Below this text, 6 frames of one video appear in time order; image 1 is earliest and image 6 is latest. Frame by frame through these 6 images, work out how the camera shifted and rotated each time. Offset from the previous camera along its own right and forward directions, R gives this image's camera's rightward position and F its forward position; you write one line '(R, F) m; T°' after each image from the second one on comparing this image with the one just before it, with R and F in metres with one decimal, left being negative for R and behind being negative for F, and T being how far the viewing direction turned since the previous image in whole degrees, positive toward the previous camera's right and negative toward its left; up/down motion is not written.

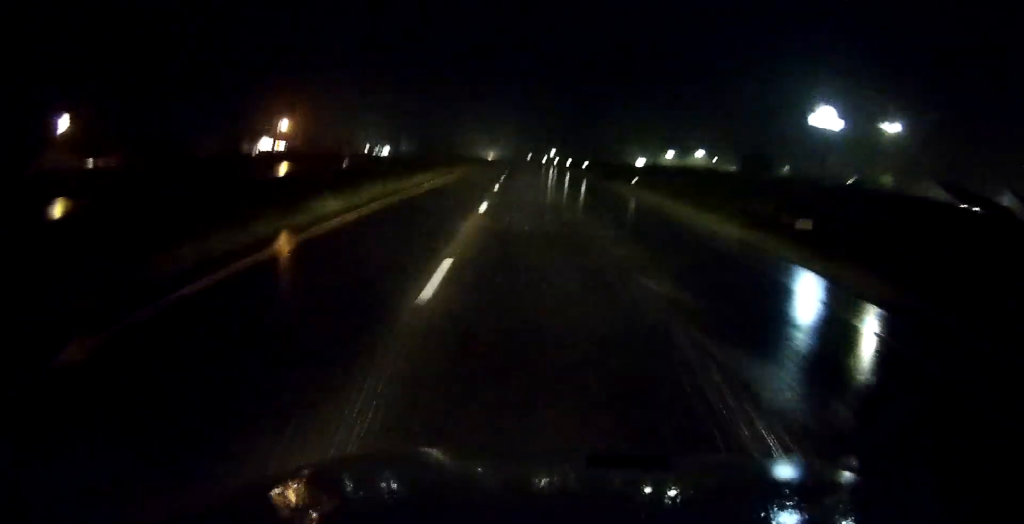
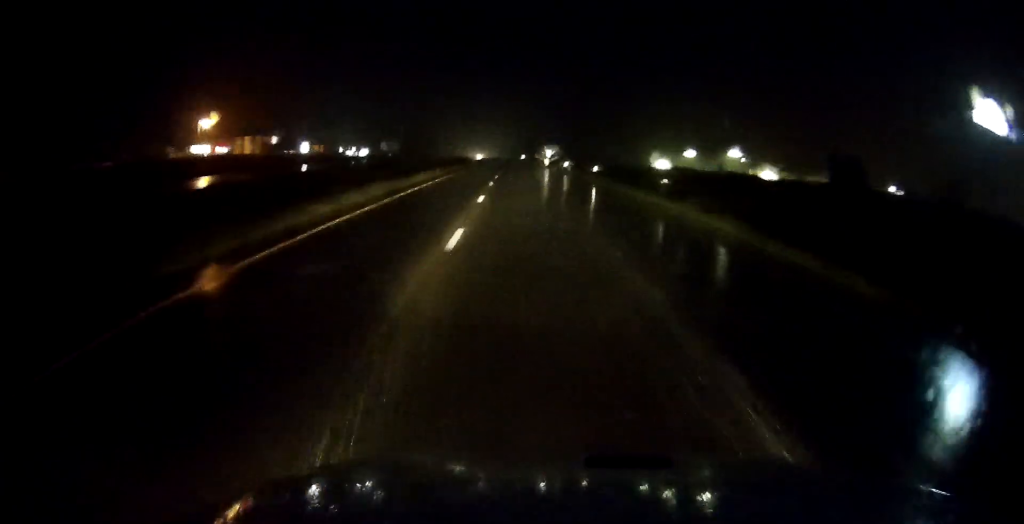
(+0.1, +44.6) m; +1°
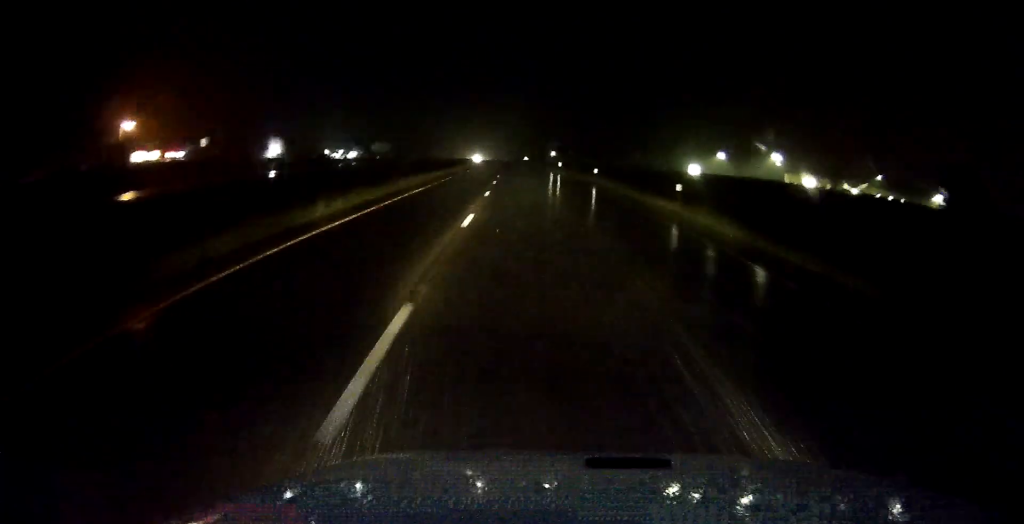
(+0.2, +32.2) m; 0°
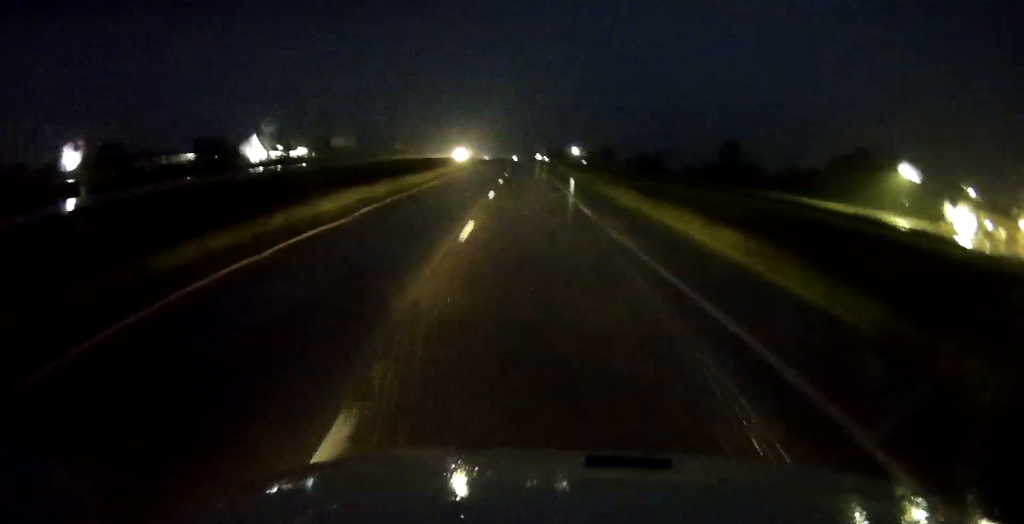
(-0.6, +101.2) m; 0°
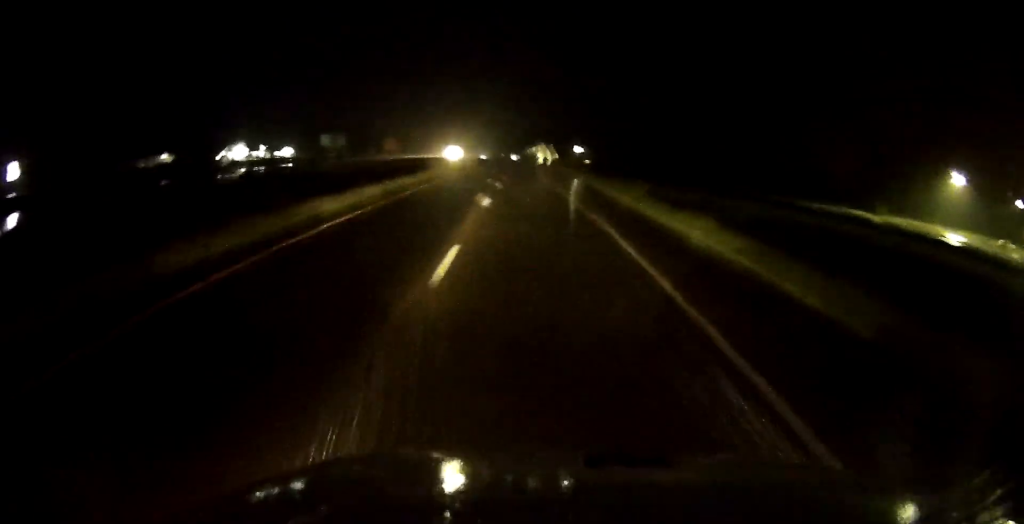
(0.0, +16.5) m; 0°
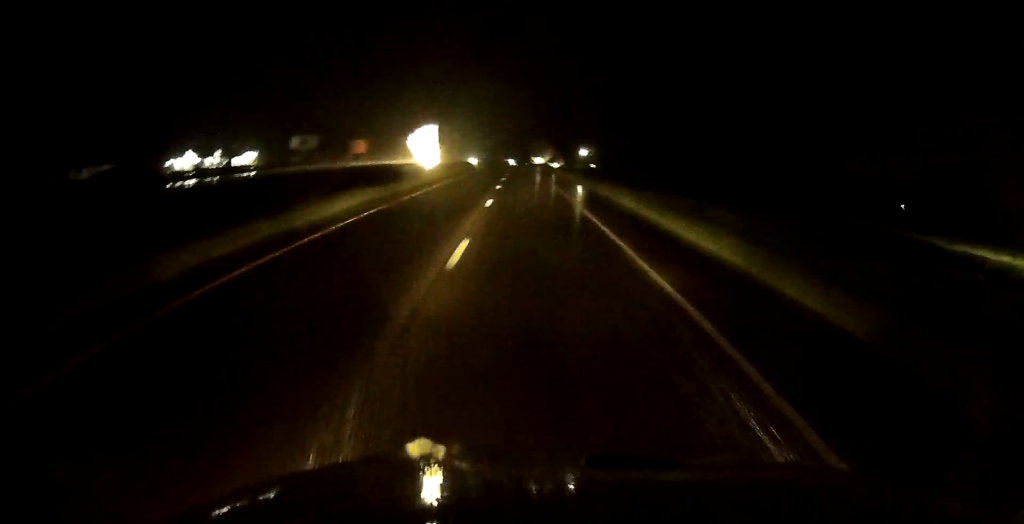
(-0.1, +35.1) m; 0°
